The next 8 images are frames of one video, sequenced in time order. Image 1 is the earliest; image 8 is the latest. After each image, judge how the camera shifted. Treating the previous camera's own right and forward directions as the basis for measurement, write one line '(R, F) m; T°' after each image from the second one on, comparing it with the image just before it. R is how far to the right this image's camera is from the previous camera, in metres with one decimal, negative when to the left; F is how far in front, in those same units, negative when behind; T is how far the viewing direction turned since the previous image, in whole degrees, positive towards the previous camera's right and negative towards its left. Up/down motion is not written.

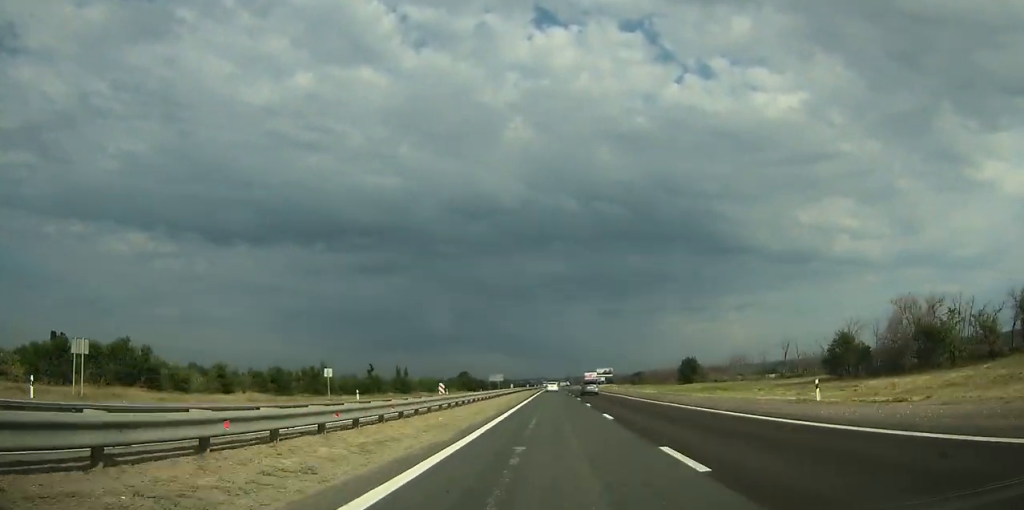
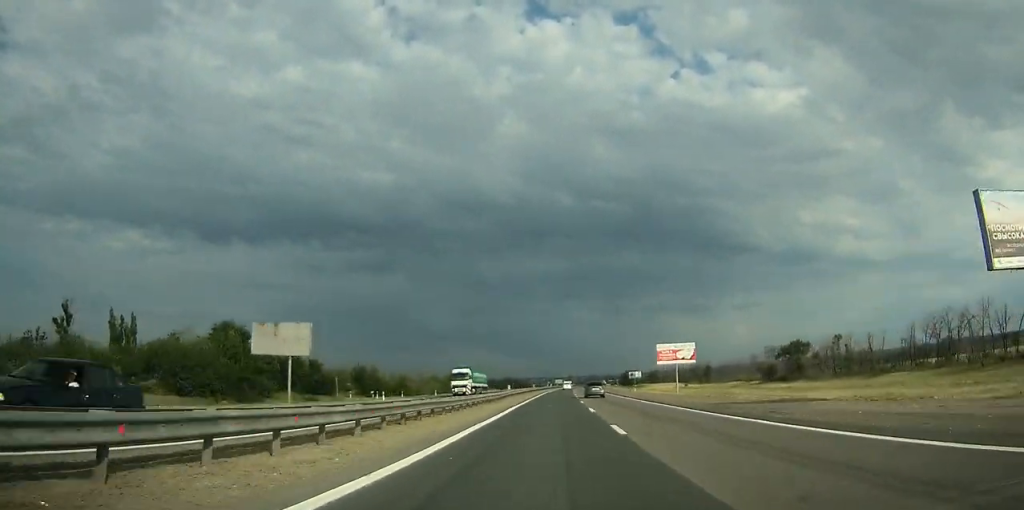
(-0.4, +211.1) m; 0°
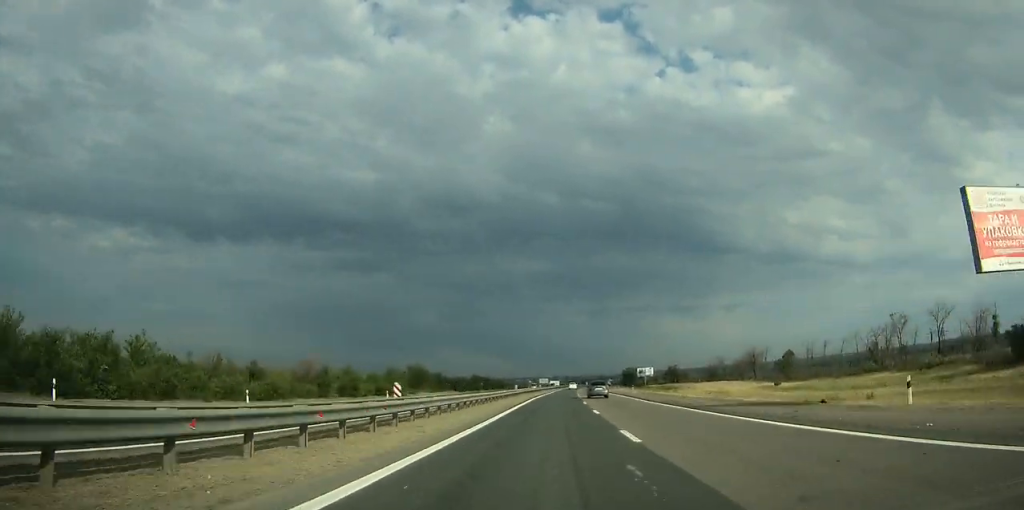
(+0.8, +72.0) m; +1°
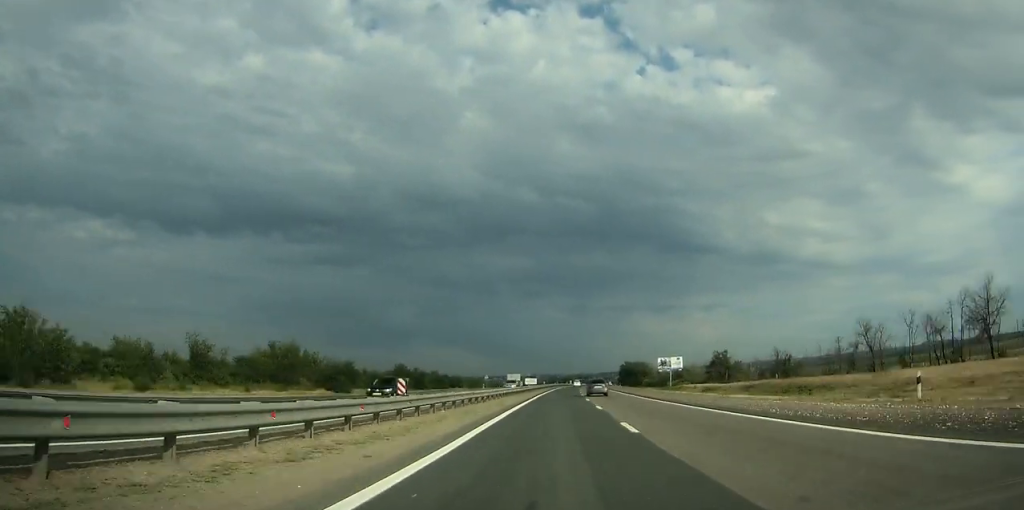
(+1.4, +80.5) m; +2°
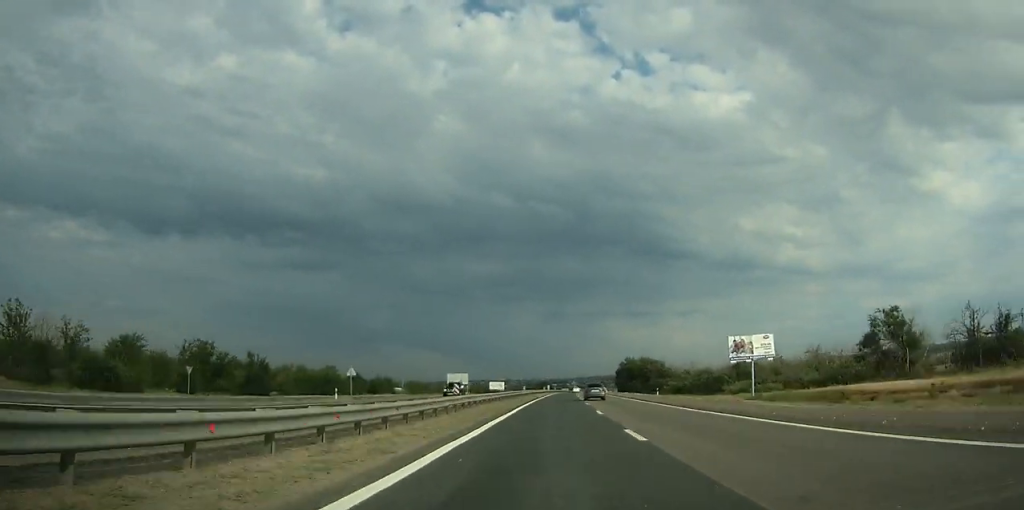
(+1.1, +73.6) m; +2°
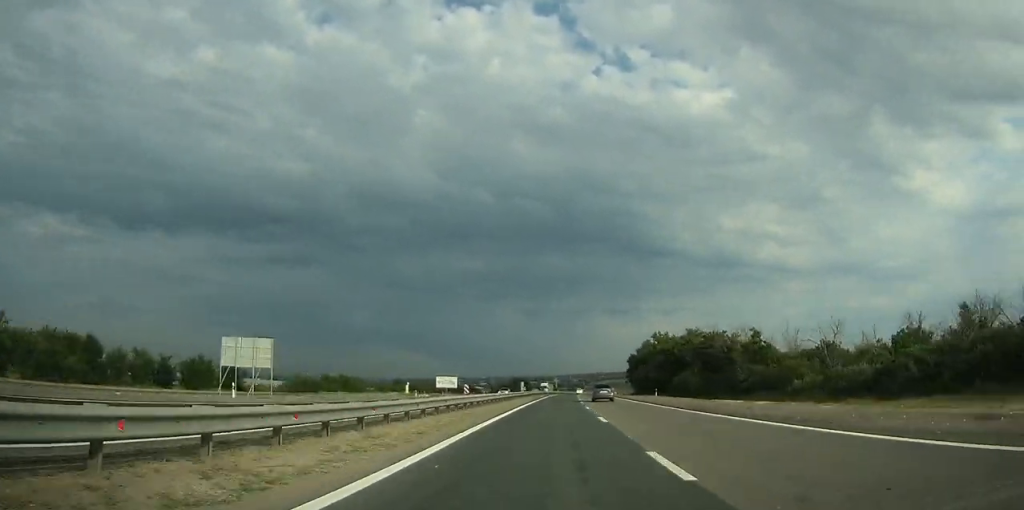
(+1.0, +79.3) m; +2°
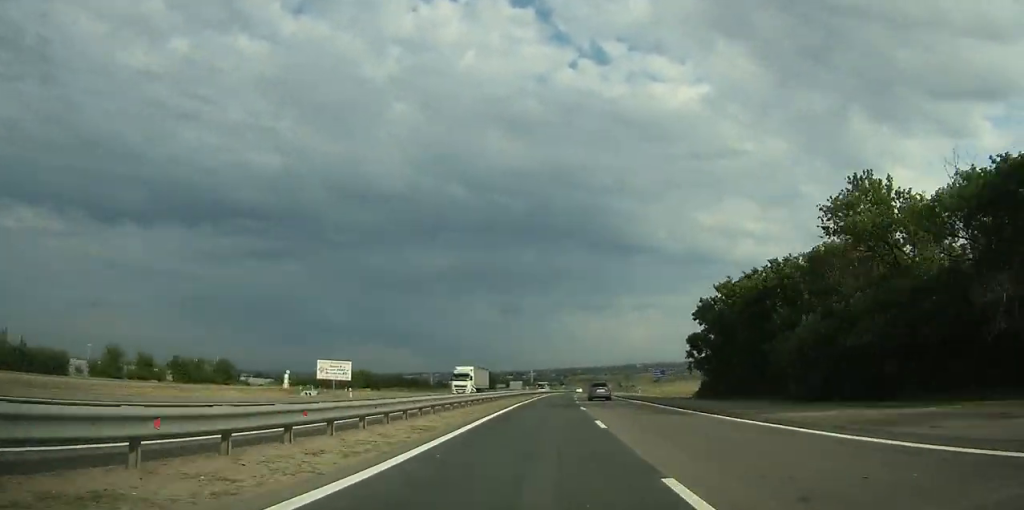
(+1.2, +76.6) m; +2°
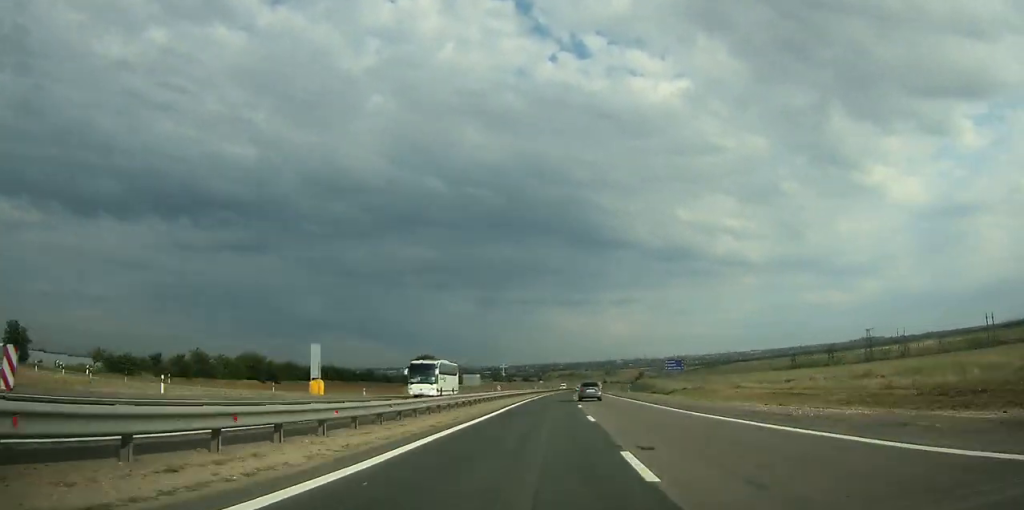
(+1.7, +68.9) m; +2°
